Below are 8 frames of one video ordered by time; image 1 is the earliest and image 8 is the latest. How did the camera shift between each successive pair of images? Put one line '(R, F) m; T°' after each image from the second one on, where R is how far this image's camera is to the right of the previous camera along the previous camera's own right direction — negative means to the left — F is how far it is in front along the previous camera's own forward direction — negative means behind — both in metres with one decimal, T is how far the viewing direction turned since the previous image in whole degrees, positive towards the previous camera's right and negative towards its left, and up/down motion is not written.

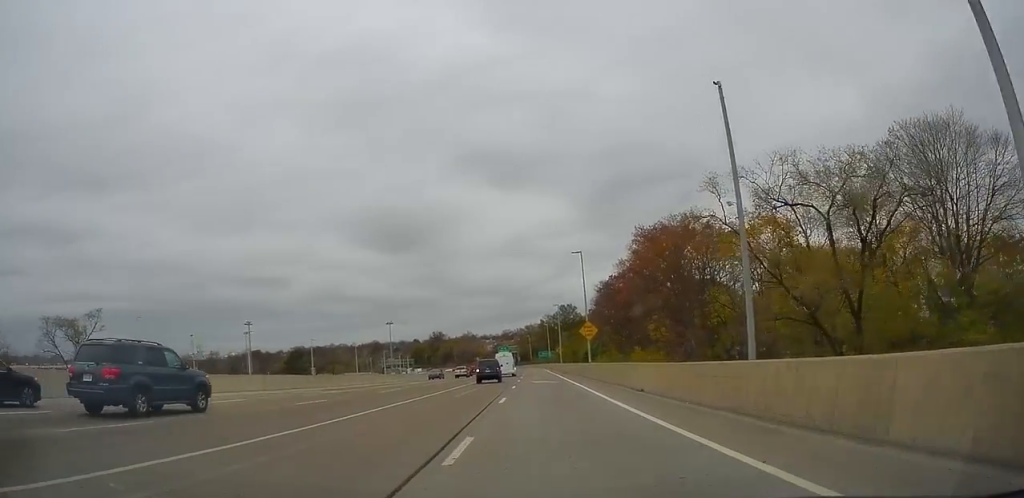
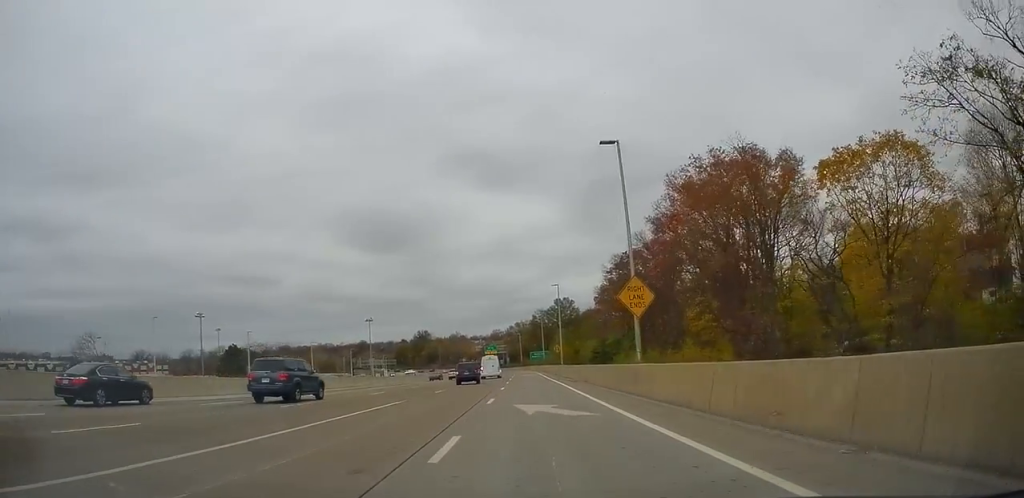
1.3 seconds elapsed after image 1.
(+1.6, +23.0) m; +5°
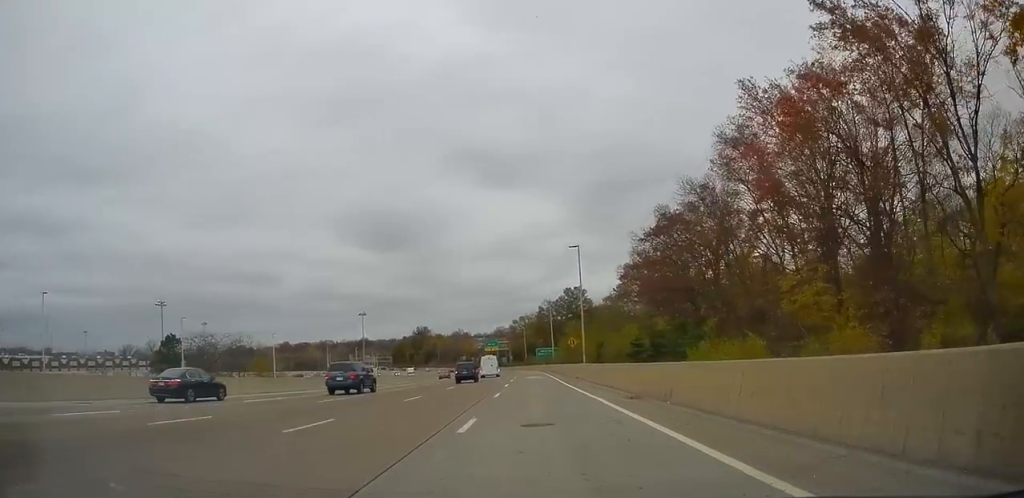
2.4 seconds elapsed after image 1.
(+0.1, +20.5) m; +1°
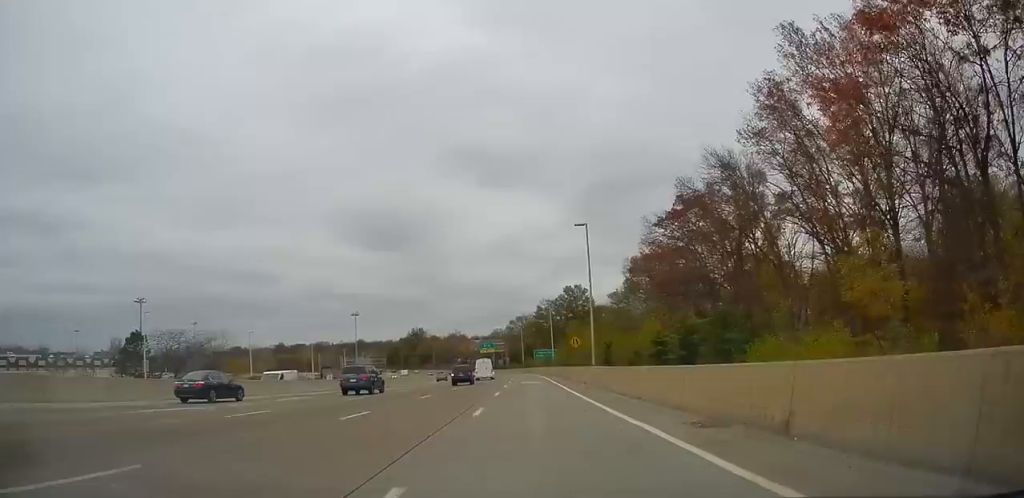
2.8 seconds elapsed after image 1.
(+0.2, +8.0) m; 0°
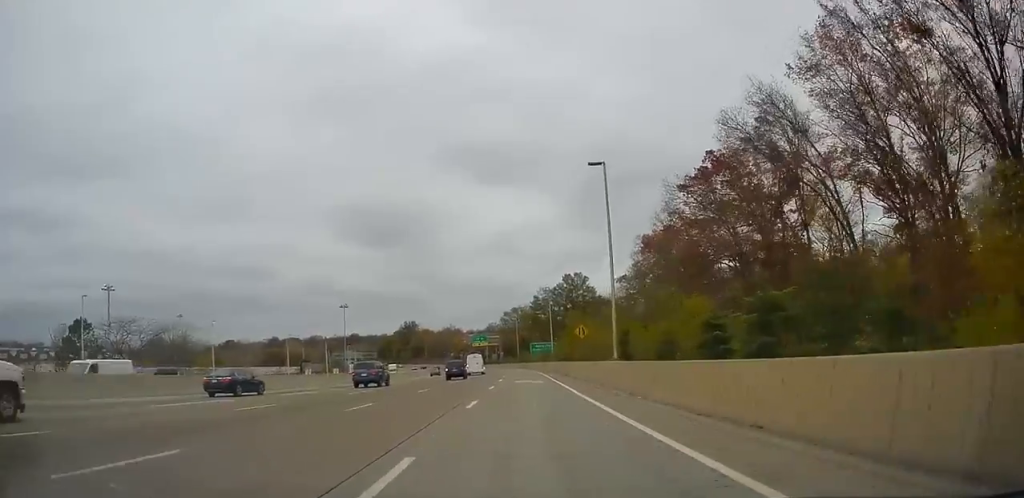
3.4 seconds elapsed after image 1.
(+0.2, +10.9) m; 0°
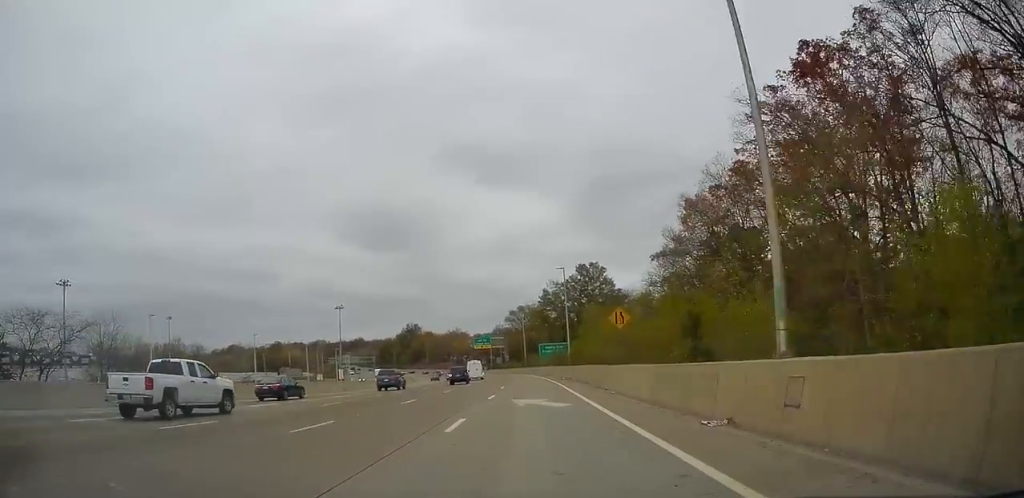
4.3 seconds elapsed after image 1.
(-0.3, +17.7) m; -2°
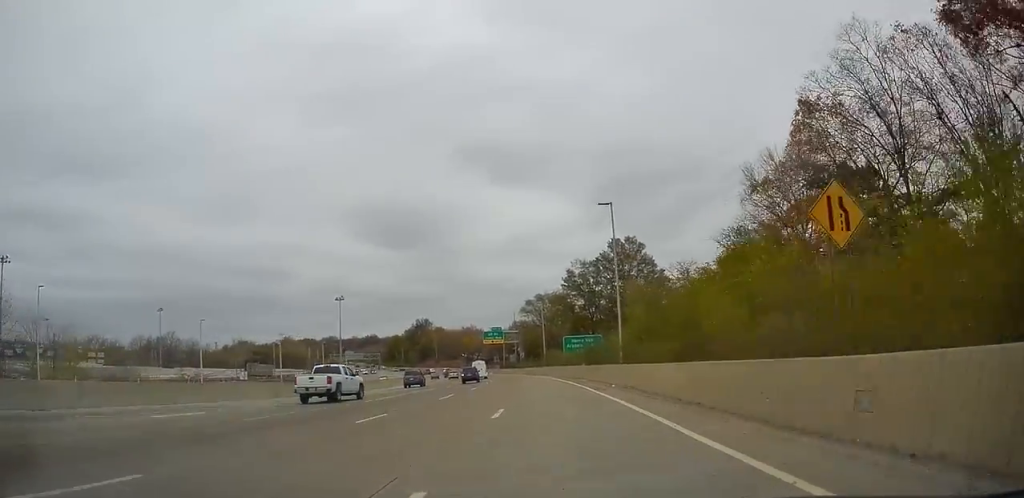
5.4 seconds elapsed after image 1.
(-0.4, +22.3) m; 0°
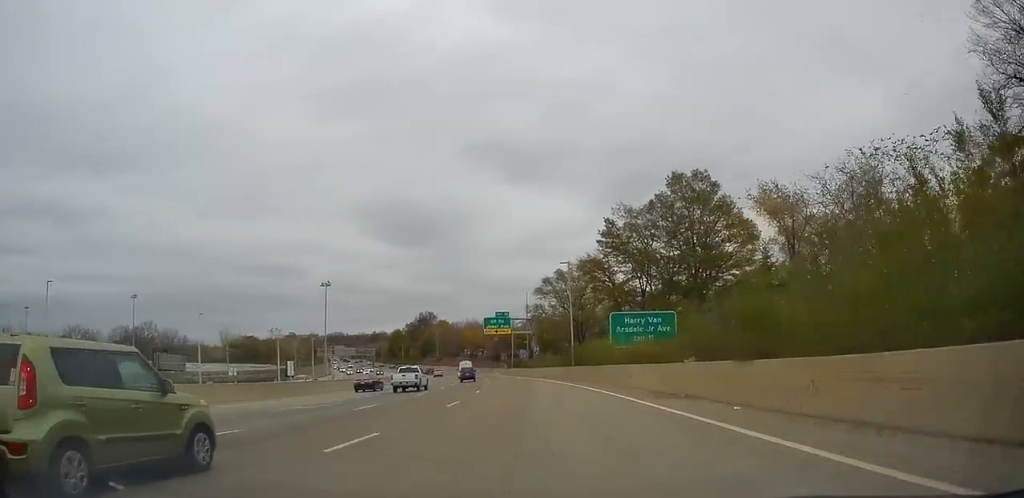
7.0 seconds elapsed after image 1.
(+0.1, +29.1) m; -1°
